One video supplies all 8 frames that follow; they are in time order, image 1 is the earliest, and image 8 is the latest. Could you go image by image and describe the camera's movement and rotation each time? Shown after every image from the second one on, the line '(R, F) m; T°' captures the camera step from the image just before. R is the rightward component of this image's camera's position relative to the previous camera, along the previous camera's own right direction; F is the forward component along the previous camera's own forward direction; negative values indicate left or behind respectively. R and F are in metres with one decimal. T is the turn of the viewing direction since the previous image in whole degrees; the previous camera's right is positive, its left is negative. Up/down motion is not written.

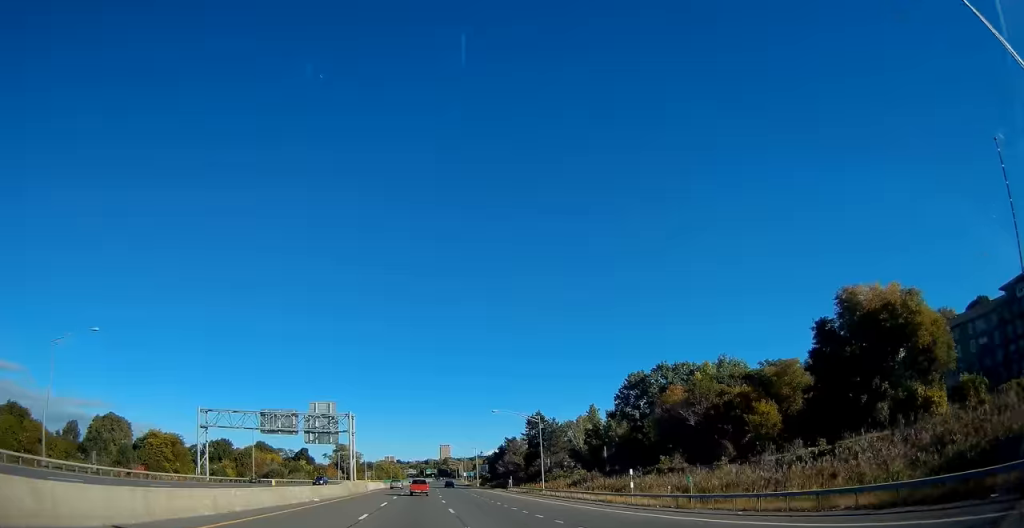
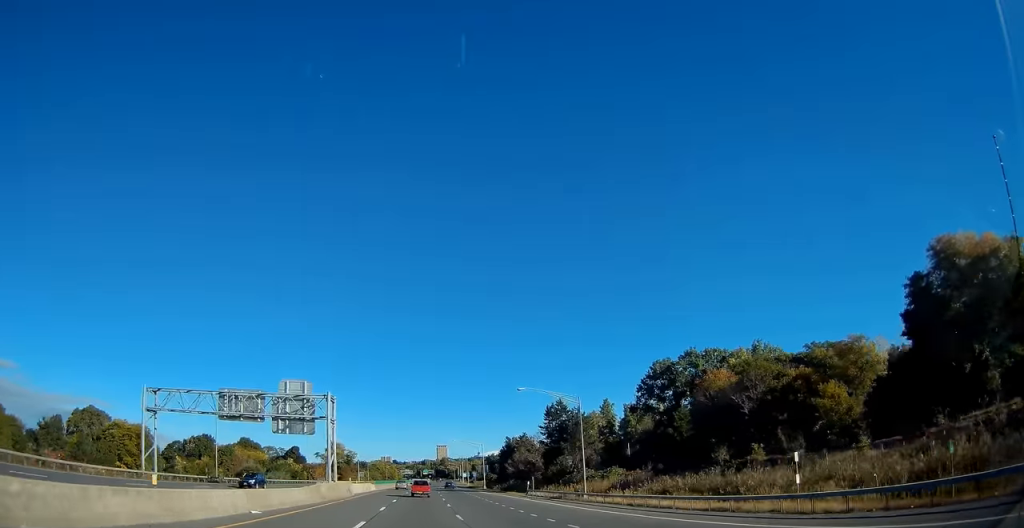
(+0.1, +15.7) m; +1°
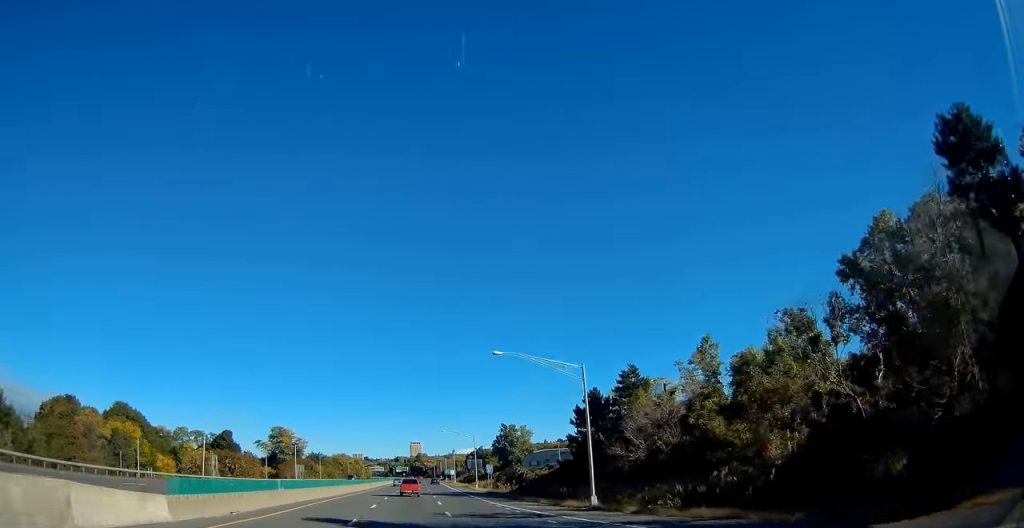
(+1.5, +71.4) m; +2°
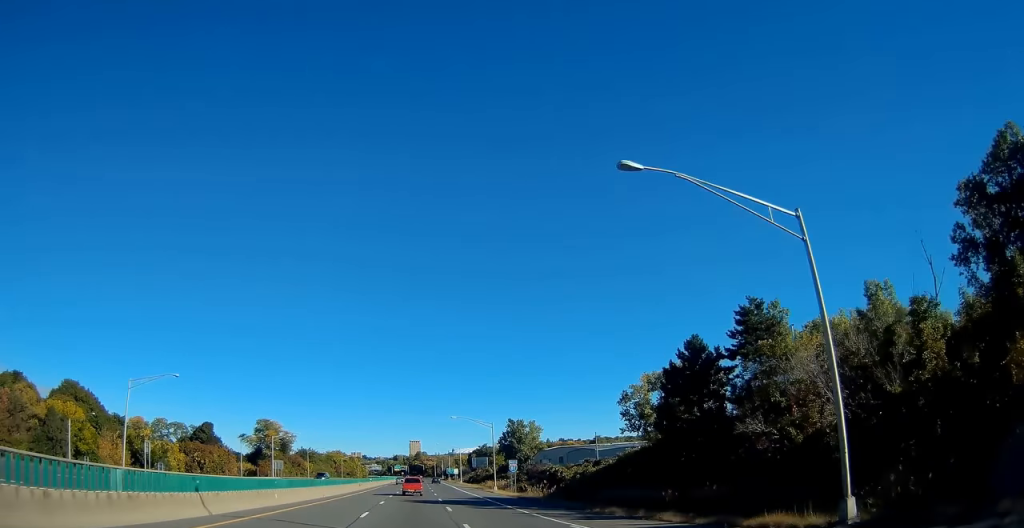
(+0.2, +20.5) m; 0°
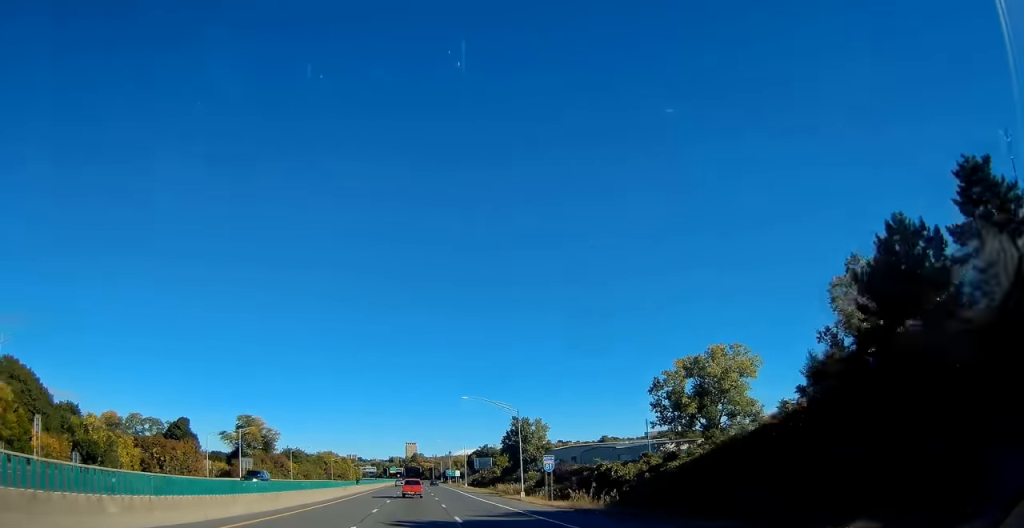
(0.0, +18.3) m; 0°
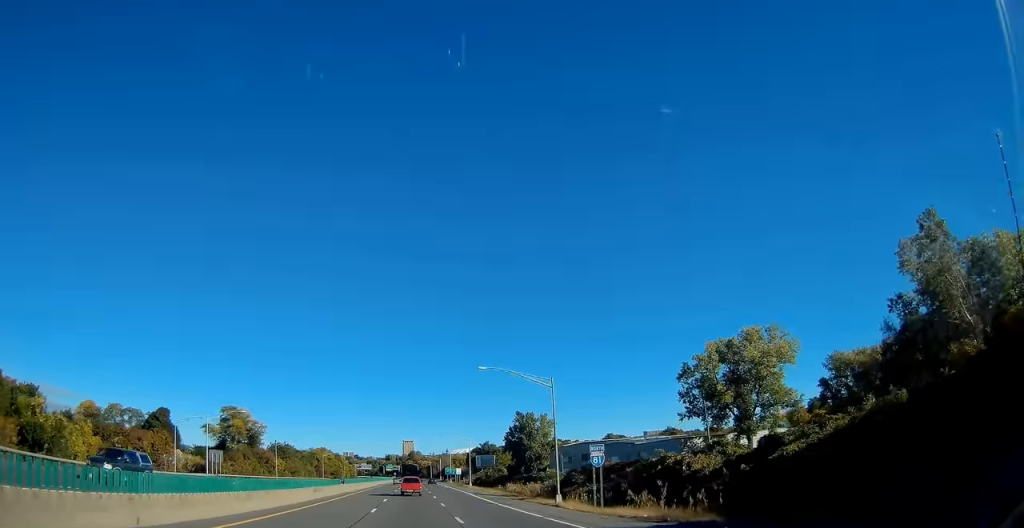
(0.0, +14.0) m; 0°
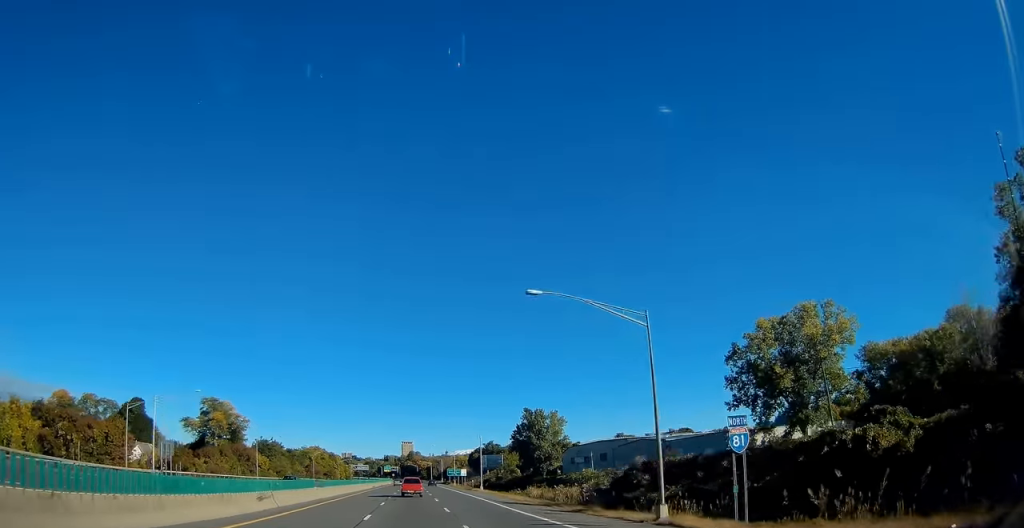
(0.0, +16.3) m; 0°
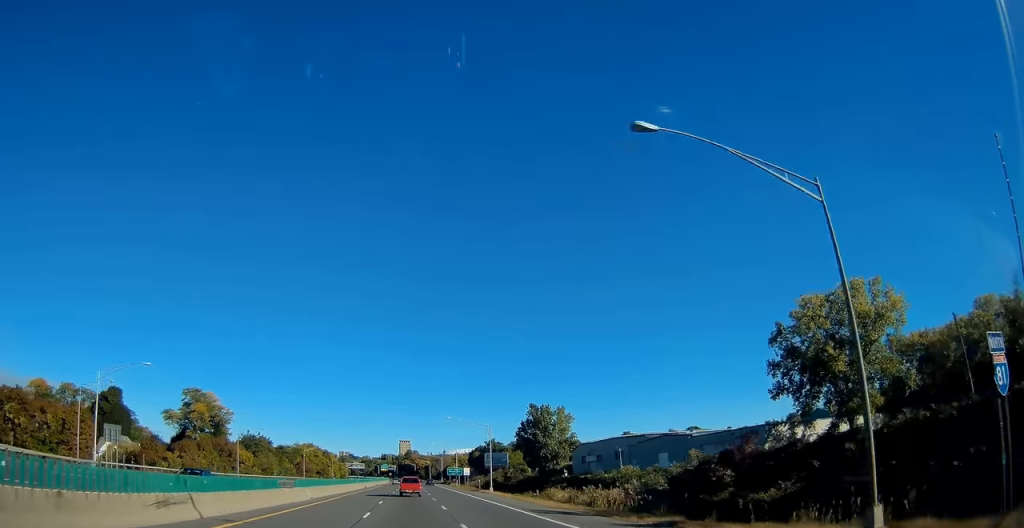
(0.0, +12.0) m; 0°
